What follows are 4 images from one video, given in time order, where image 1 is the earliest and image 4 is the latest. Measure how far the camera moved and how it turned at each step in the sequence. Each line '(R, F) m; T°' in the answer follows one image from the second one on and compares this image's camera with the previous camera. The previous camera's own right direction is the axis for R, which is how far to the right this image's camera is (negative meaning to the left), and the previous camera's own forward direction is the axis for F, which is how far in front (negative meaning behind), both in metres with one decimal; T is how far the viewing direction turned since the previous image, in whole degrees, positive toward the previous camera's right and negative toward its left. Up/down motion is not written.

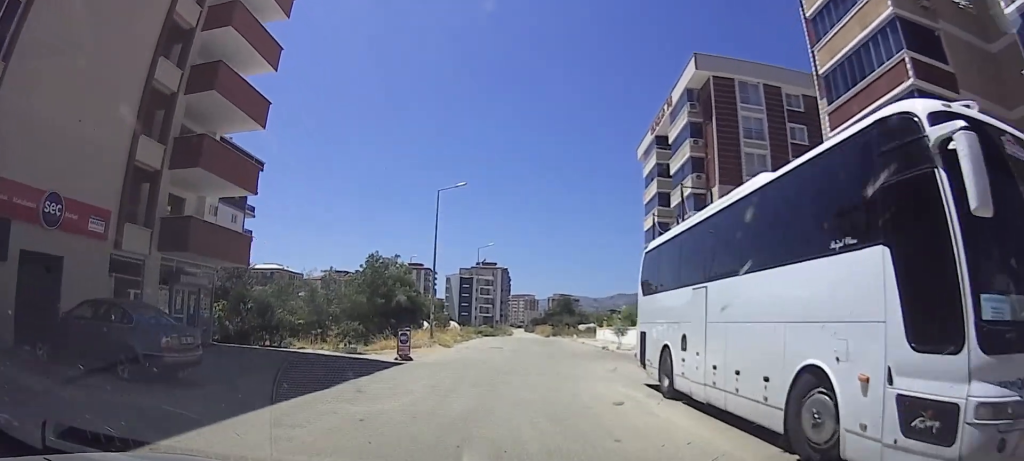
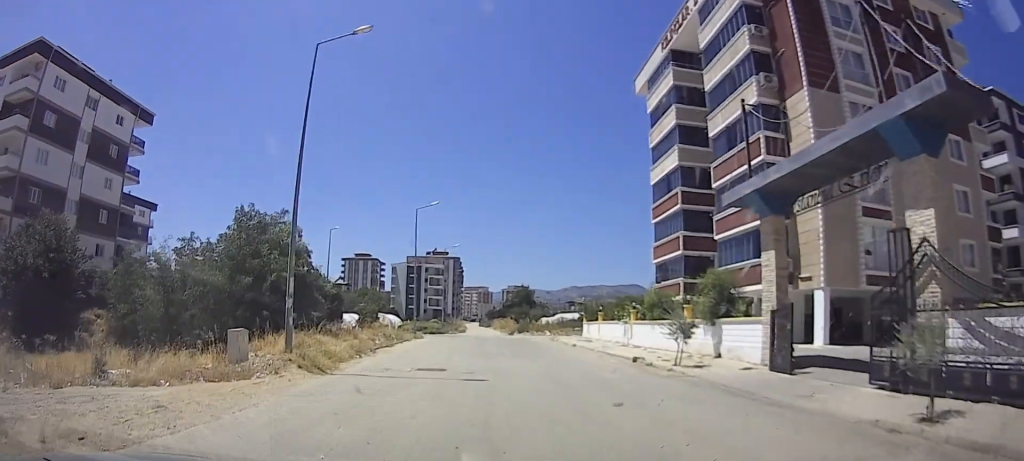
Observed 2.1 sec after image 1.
(+1.0, +17.0) m; +5°
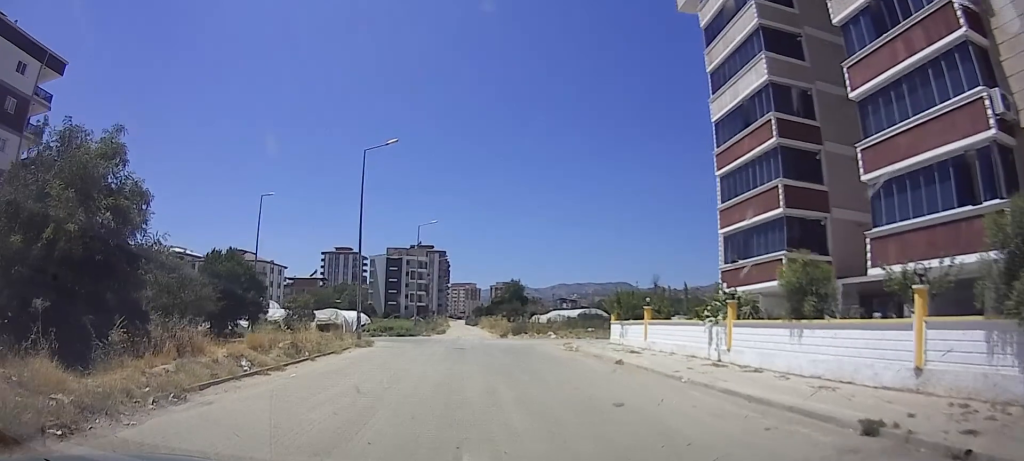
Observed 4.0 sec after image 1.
(-0.3, +15.0) m; -4°
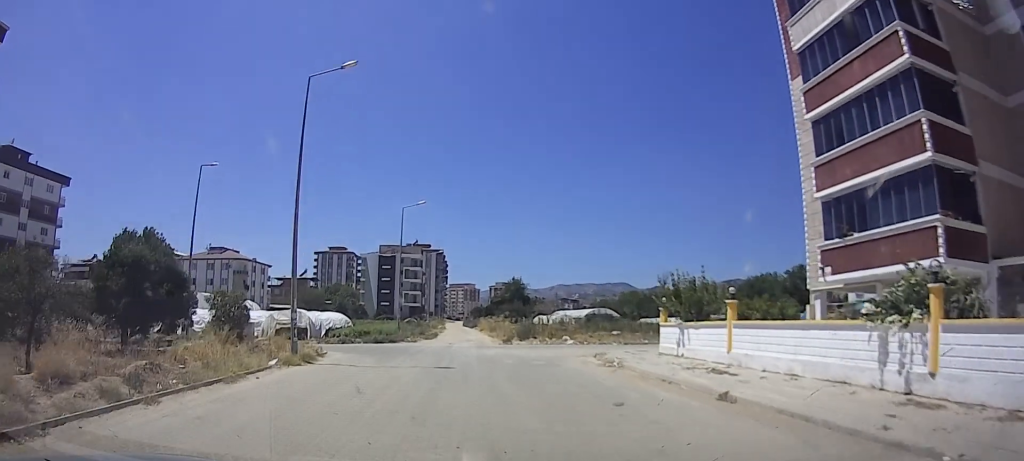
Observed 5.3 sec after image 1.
(-0.3, +9.9) m; -3°
